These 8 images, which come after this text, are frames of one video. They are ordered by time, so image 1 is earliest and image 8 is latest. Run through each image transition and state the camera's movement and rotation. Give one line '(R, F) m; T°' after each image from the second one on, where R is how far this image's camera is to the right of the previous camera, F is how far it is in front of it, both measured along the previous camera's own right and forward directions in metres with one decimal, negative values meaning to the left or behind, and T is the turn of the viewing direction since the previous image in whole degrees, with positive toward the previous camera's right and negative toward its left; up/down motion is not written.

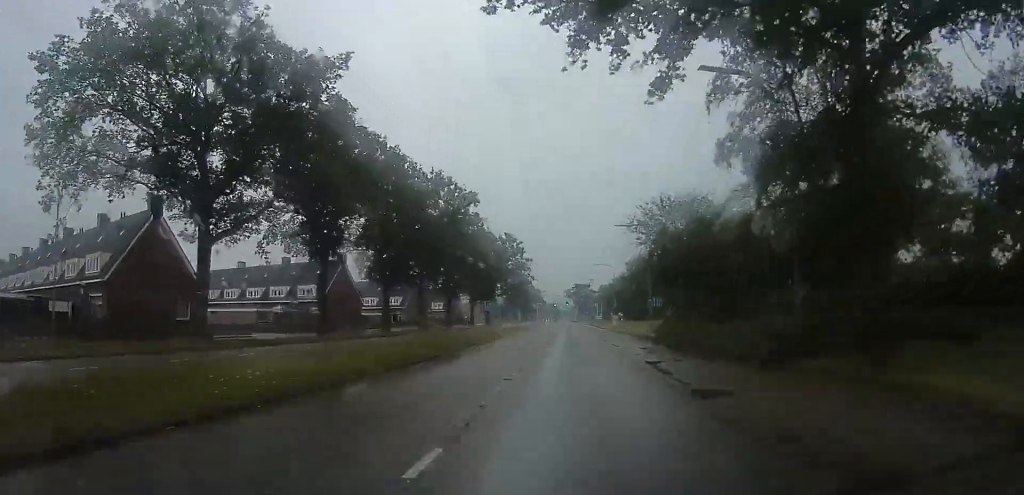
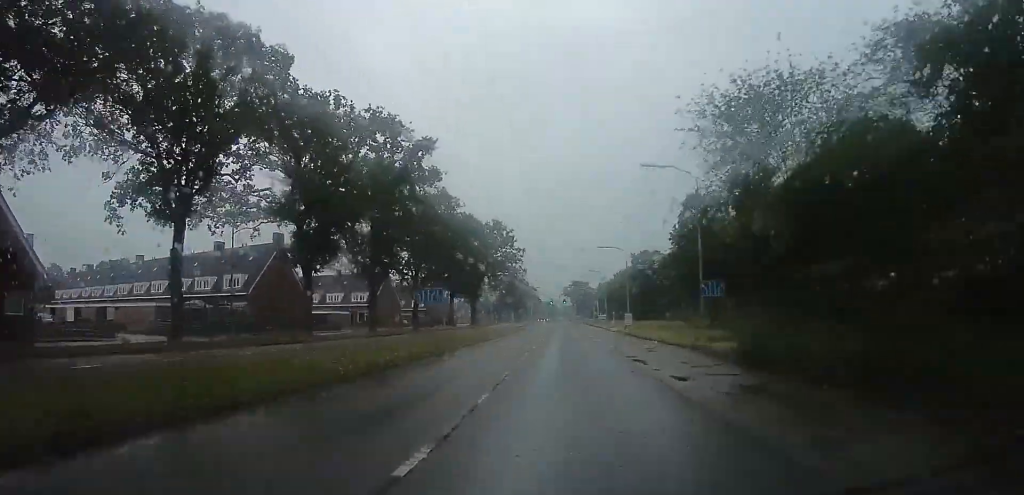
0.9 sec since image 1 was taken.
(0.0, +16.0) m; 0°
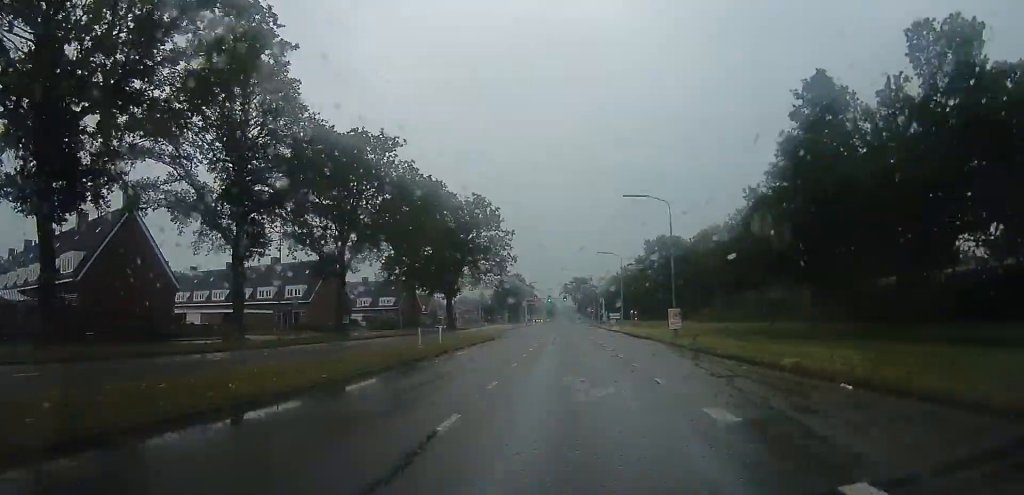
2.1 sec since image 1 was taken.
(0.0, +21.8) m; -3°
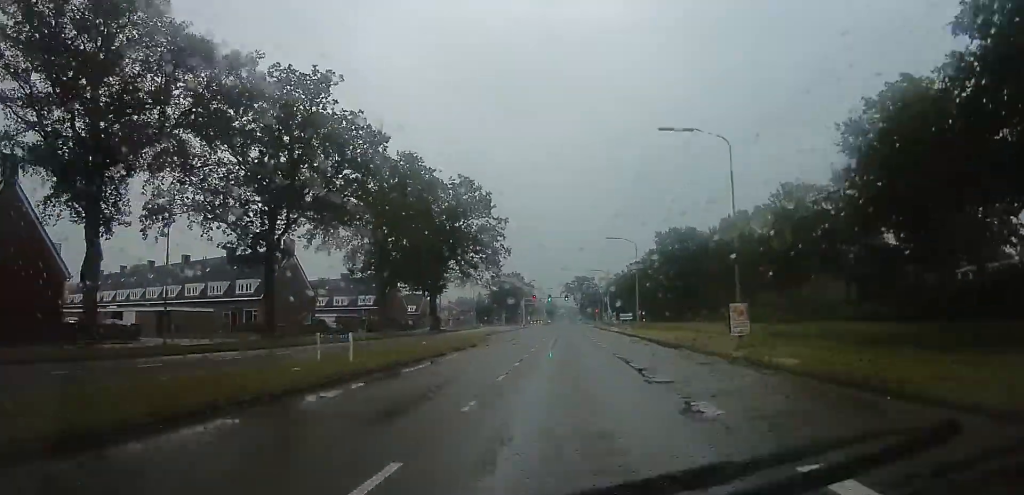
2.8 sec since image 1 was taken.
(-0.5, +11.2) m; 0°
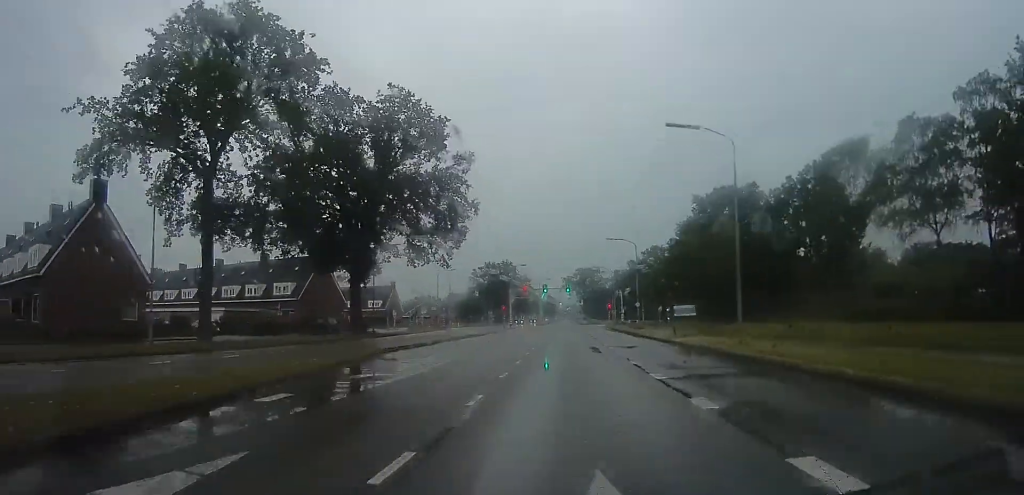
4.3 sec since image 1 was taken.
(+1.1, +27.5) m; +1°
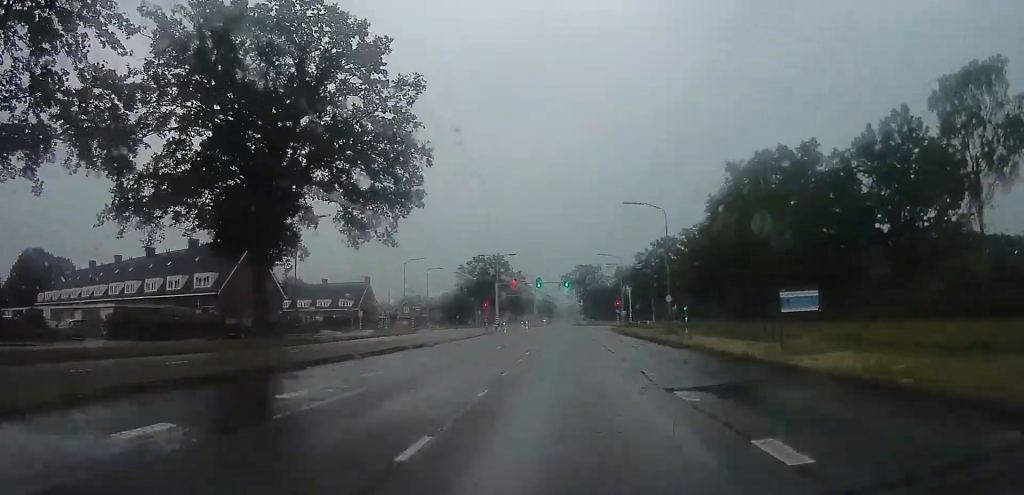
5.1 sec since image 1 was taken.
(-1.2, +15.1) m; 0°
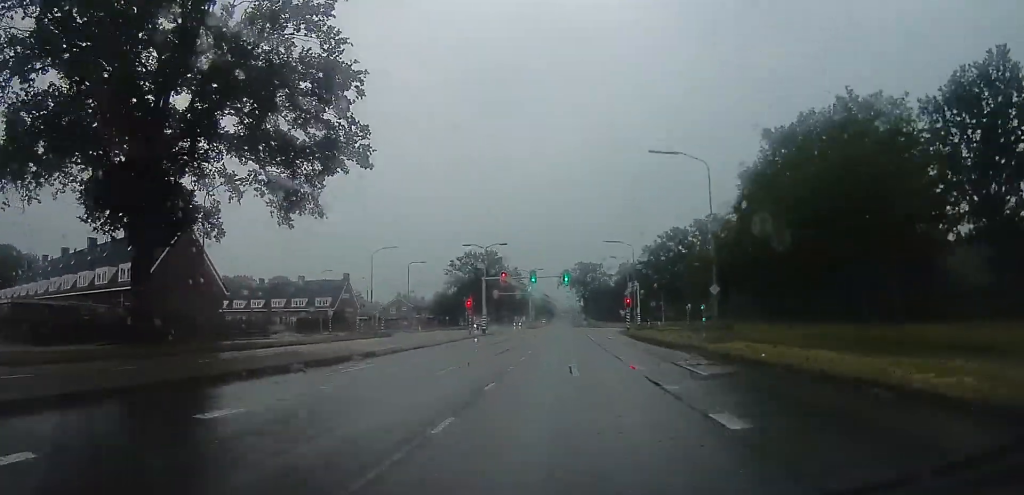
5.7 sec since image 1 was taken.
(+0.4, +10.3) m; +2°
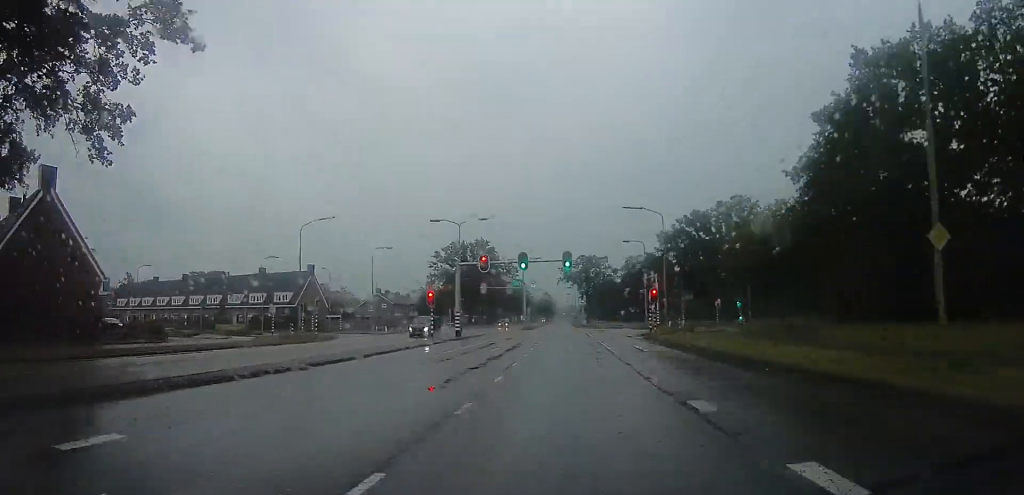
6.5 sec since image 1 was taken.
(+0.7, +14.5) m; +2°
